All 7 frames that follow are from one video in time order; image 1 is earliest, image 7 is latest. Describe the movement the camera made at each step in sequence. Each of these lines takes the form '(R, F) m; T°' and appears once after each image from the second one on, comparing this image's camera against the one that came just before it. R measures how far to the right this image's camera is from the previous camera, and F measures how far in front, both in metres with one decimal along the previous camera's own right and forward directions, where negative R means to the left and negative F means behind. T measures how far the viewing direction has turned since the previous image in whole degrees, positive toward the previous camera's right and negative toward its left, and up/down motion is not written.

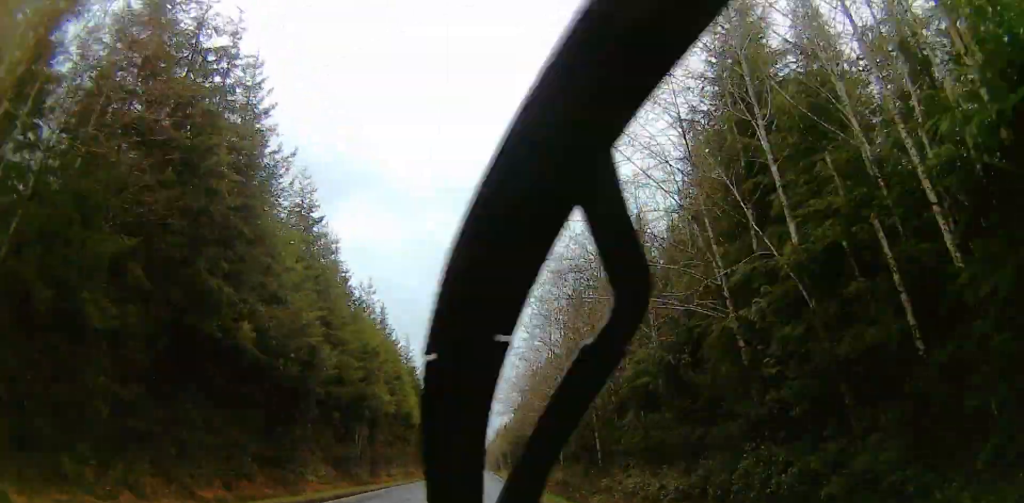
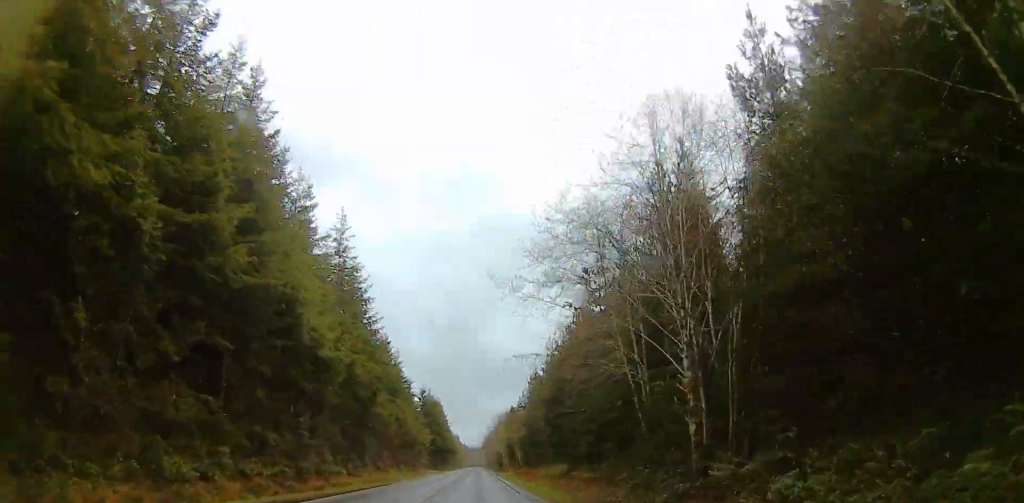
(-2.0, +49.8) m; -3°
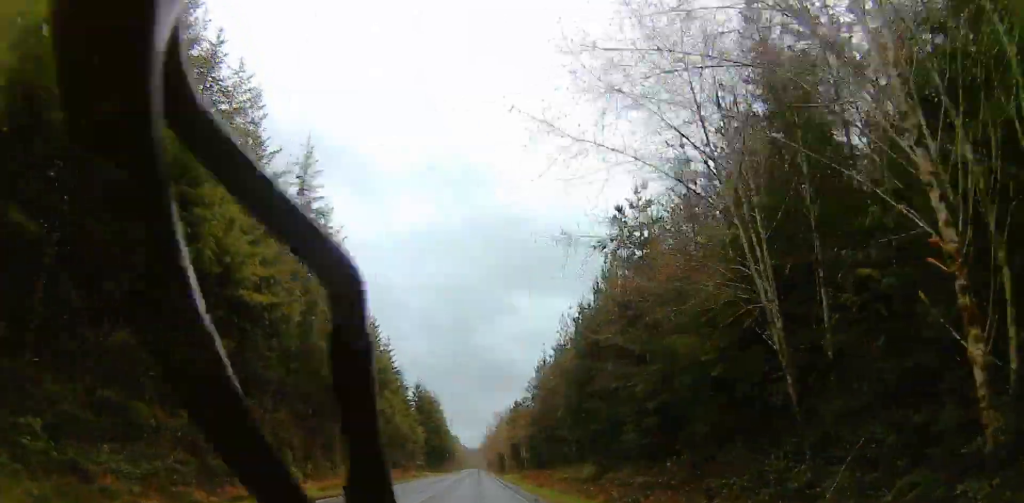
(0.0, +12.1) m; 0°
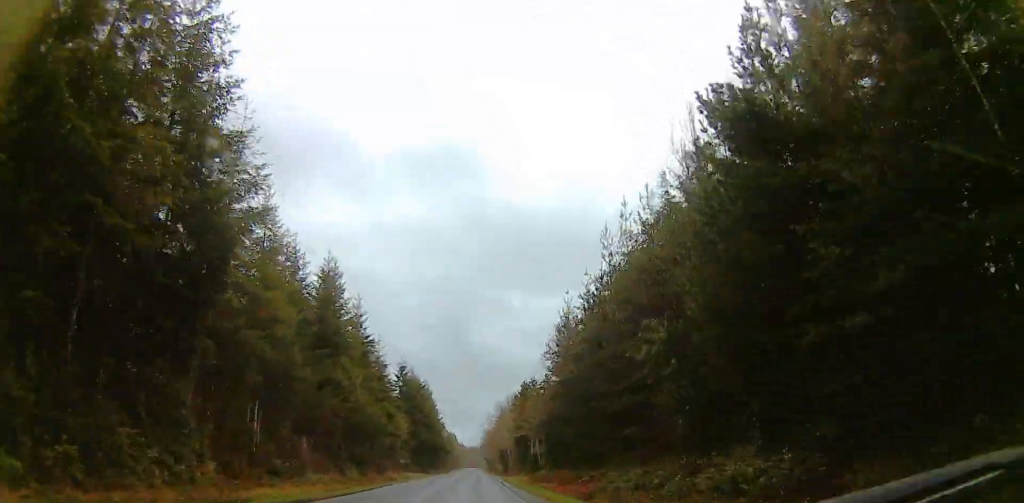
(0.0, +23.5) m; 0°
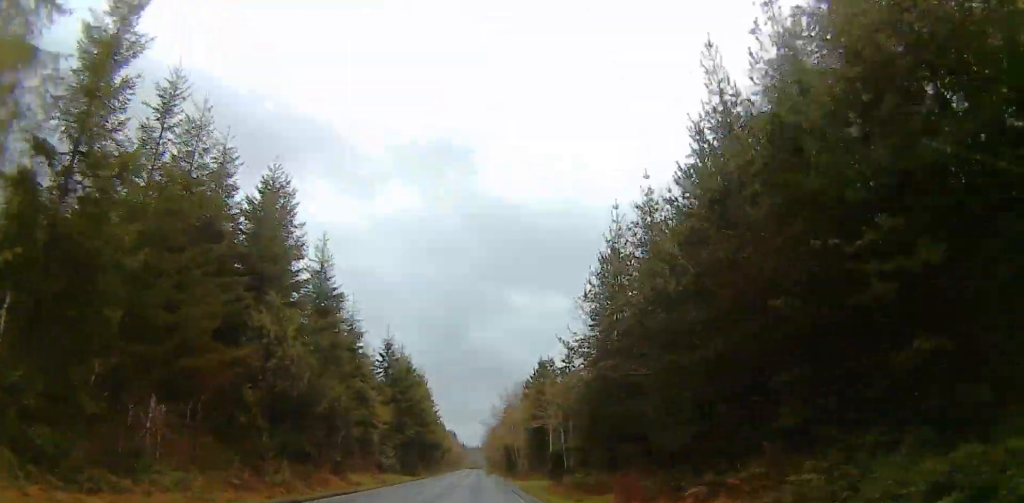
(0.0, +20.0) m; 0°
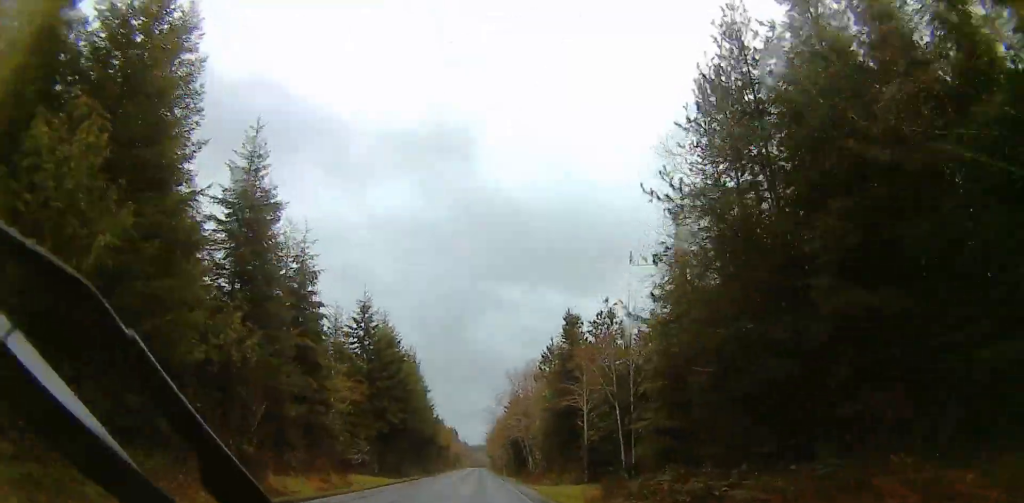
(0.0, +20.3) m; +2°
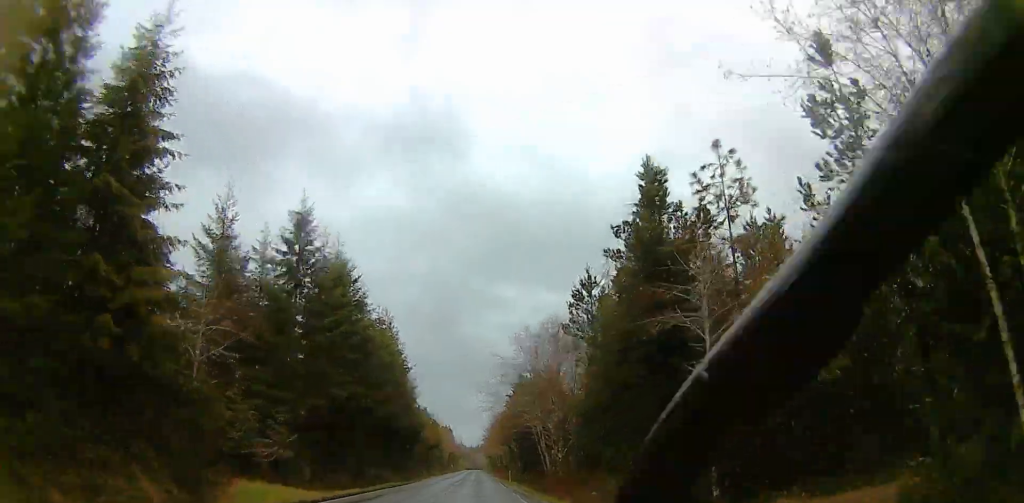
(+0.9, +25.2) m; +1°
